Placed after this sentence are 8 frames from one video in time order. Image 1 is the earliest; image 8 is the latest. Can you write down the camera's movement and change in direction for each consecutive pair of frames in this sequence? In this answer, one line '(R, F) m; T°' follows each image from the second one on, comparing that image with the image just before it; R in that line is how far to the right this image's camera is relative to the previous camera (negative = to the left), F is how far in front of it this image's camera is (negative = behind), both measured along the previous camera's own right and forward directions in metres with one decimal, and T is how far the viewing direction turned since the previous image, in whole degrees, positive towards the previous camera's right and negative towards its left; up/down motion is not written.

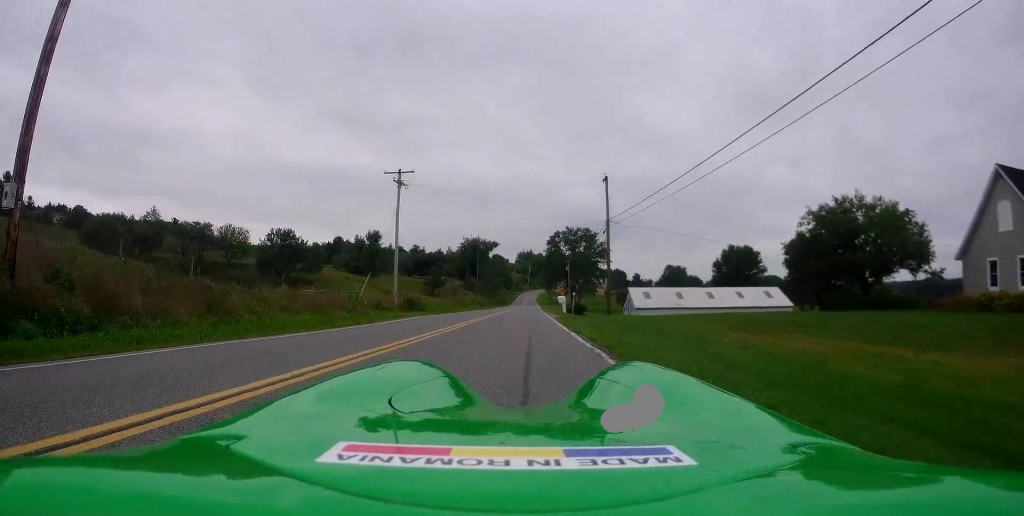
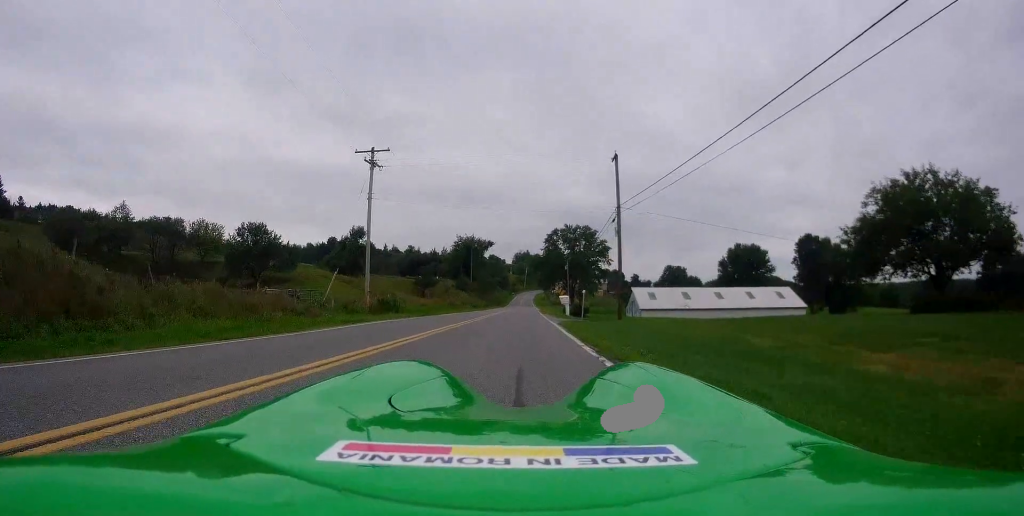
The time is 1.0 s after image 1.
(+0.1, +7.0) m; 0°
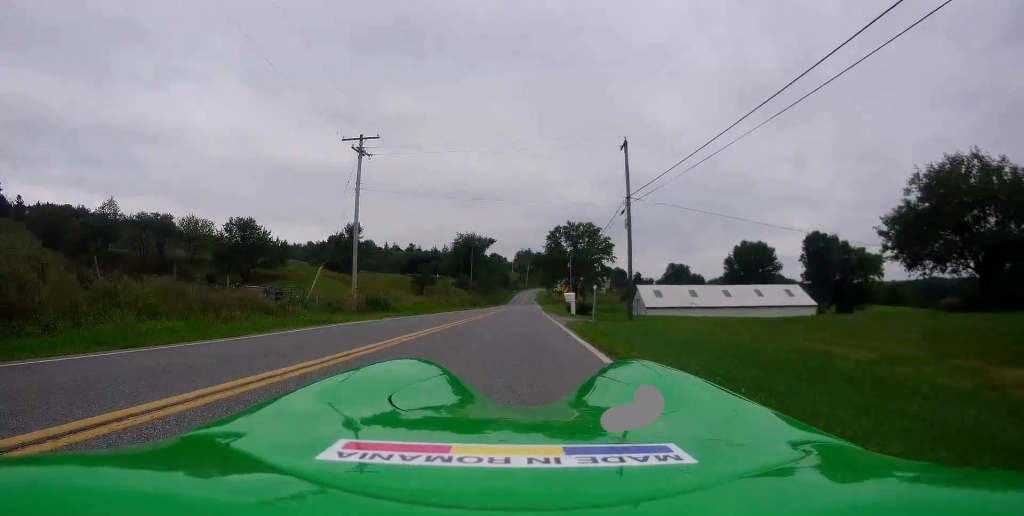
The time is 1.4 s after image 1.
(-0.1, +3.1) m; 0°
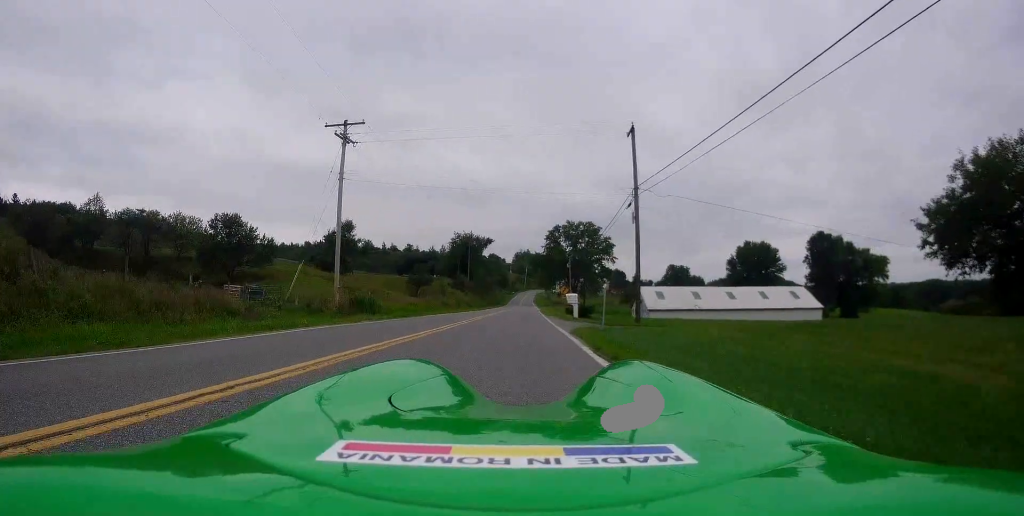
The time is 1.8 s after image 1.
(-0.1, +3.1) m; 0°
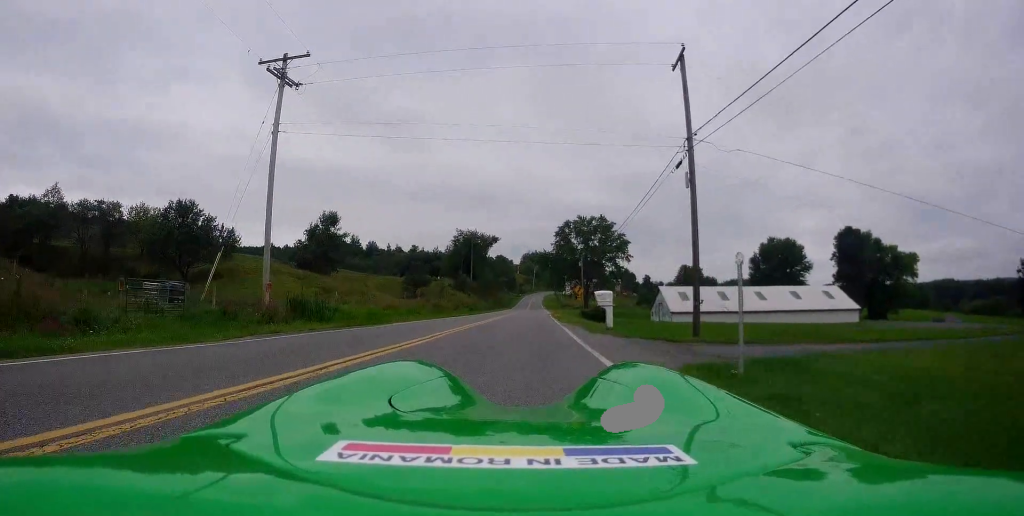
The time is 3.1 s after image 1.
(+0.2, +9.9) m; 0°
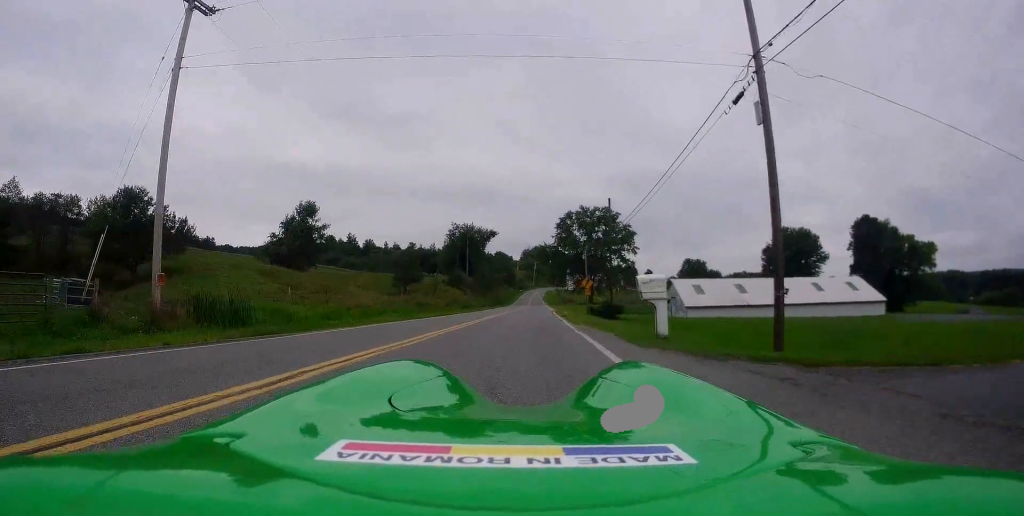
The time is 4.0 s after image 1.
(-0.1, +7.5) m; -1°
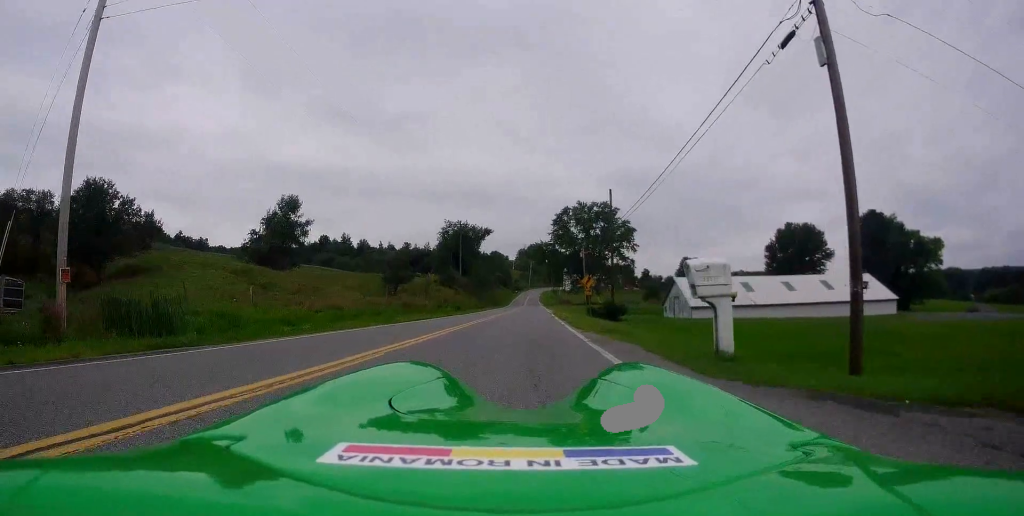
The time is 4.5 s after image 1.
(0.0, +4.0) m; 0°
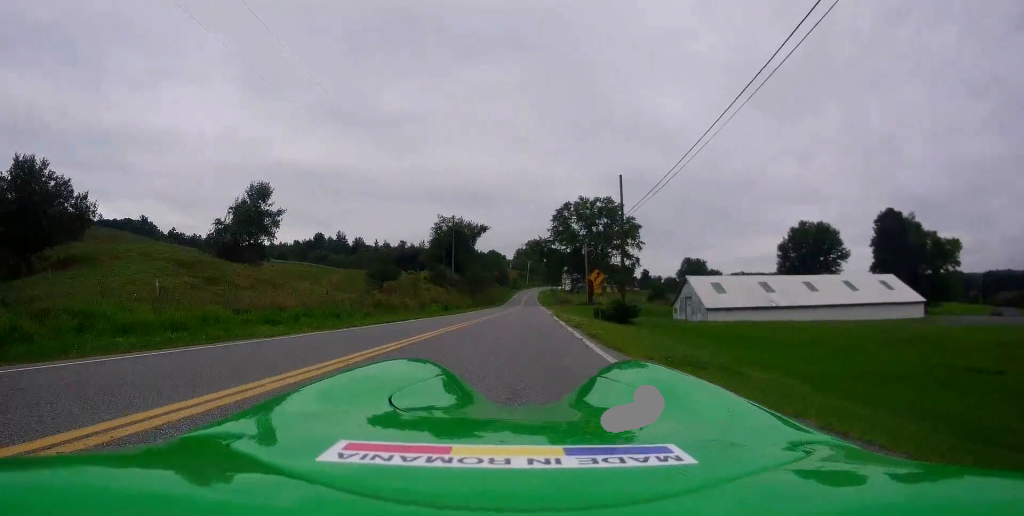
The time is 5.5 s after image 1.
(0.0, +7.3) m; +1°
